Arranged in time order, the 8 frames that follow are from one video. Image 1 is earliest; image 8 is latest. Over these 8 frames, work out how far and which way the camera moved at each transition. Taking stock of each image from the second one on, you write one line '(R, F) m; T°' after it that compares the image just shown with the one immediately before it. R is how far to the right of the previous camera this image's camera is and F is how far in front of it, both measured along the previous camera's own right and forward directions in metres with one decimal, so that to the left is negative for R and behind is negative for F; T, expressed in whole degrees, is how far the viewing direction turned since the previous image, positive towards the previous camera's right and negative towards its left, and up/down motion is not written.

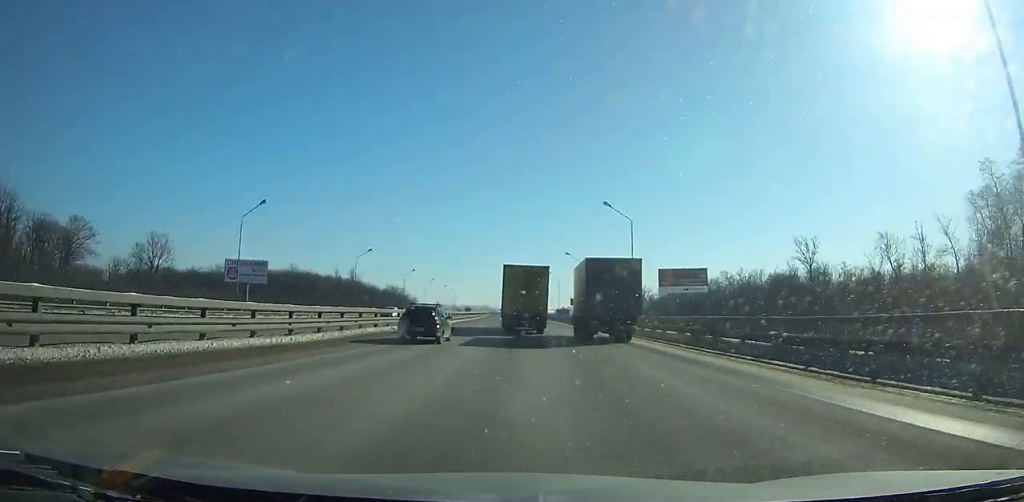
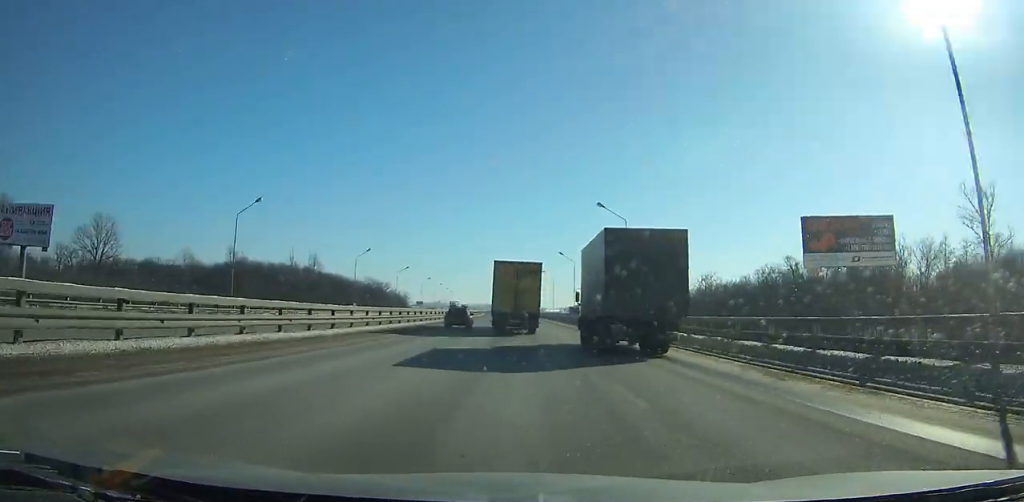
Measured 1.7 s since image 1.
(-0.2, +38.7) m; -1°
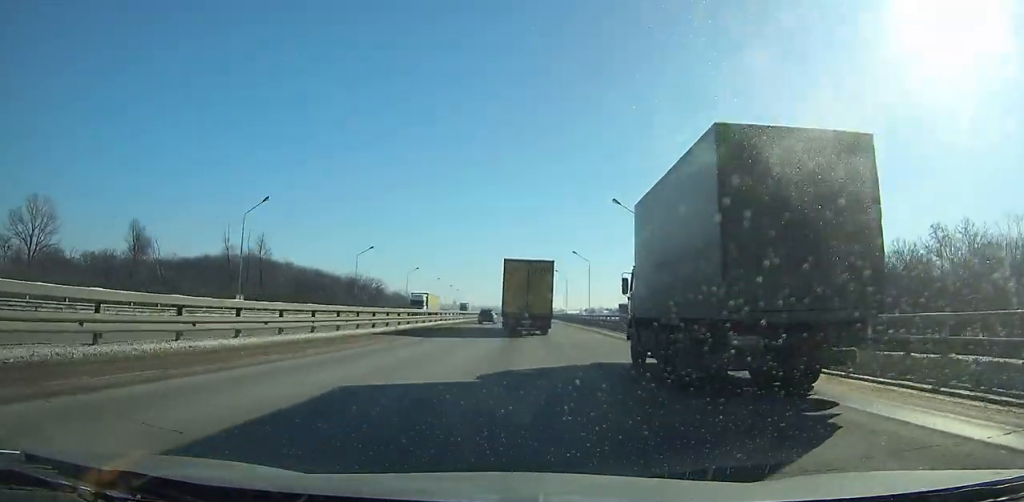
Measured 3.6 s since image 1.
(-0.1, +43.2) m; -1°
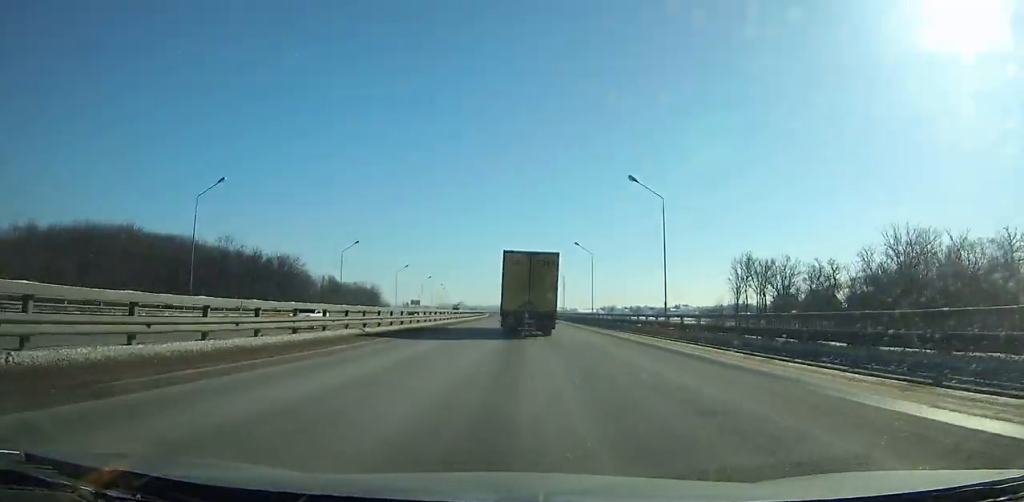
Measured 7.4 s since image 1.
(-1.3, +86.0) m; -2°
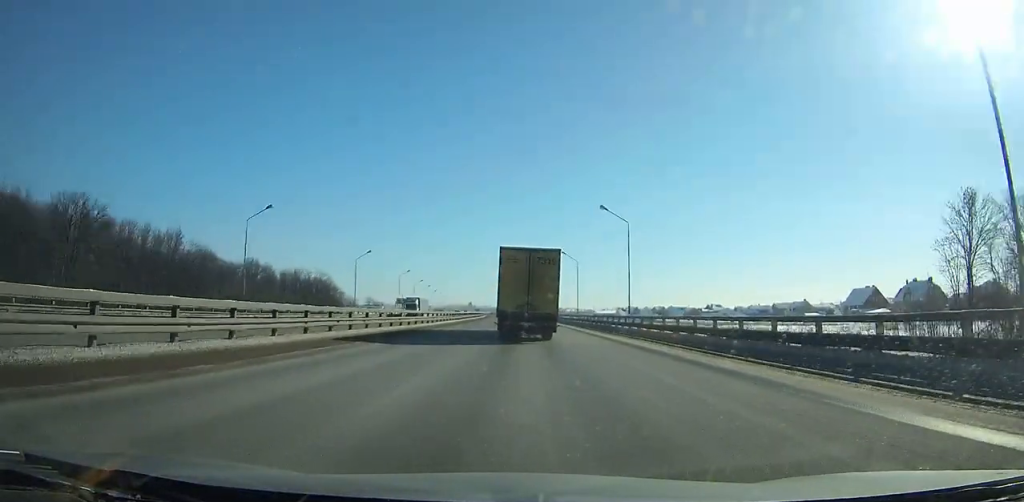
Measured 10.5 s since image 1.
(-0.6, +69.8) m; -1°
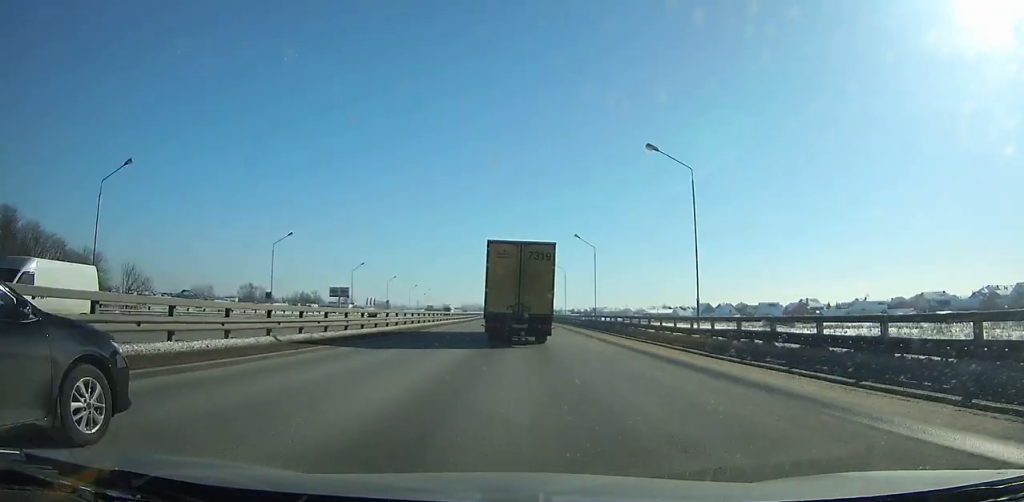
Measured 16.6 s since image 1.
(-3.5, +137.6) m; -3°
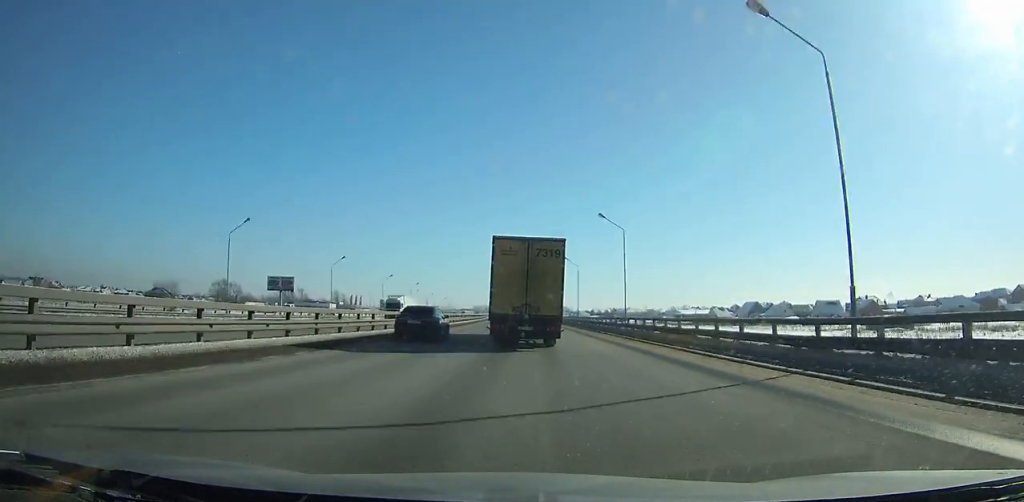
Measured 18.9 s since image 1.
(-0.4, +52.8) m; -1°
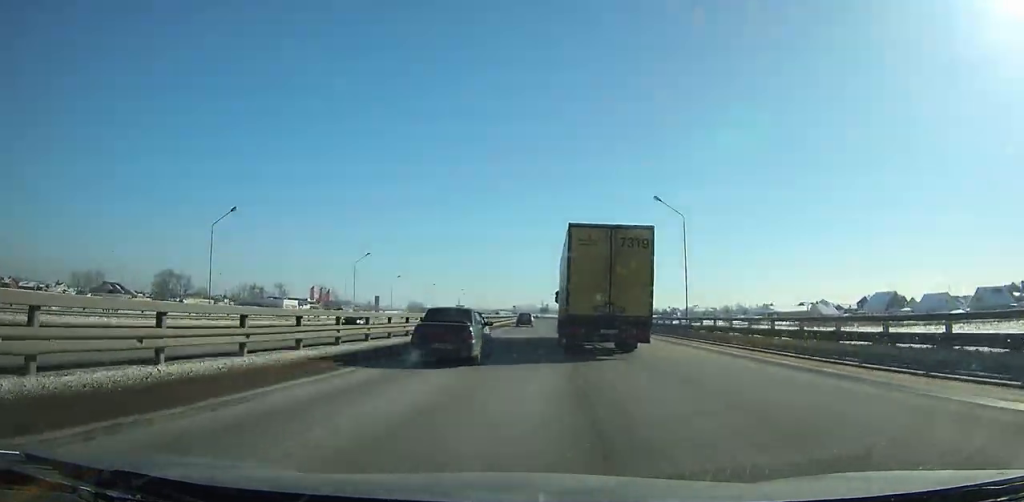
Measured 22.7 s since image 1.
(-1.7, +90.3) m; -2°
